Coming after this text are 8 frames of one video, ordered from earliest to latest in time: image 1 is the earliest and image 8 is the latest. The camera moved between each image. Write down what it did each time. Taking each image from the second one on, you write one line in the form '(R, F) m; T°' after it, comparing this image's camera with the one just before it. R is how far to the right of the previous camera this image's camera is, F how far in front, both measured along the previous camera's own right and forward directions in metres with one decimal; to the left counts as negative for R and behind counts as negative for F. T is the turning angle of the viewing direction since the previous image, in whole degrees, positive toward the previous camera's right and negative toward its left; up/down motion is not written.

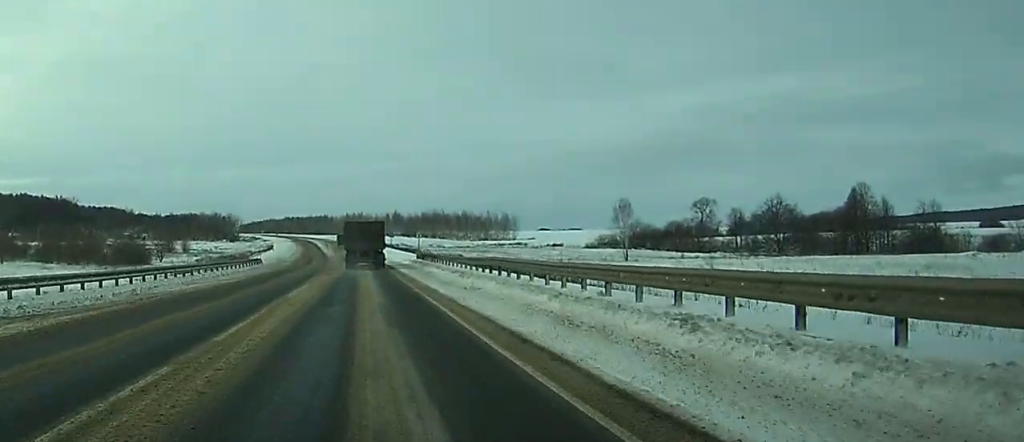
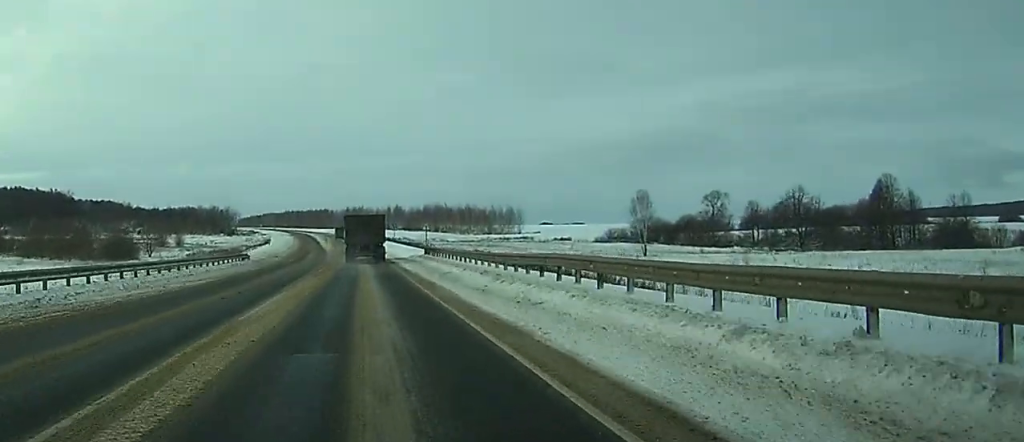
(0.0, +9.8) m; 0°
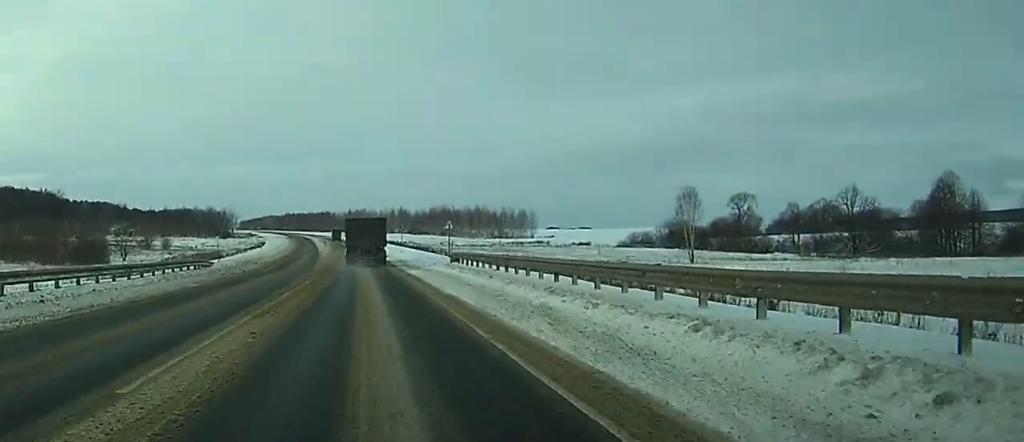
(0.0, +20.2) m; 0°
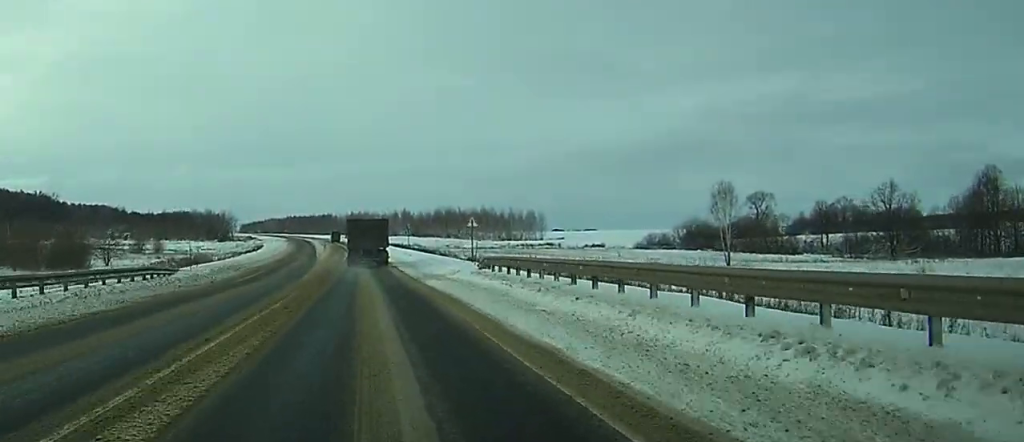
(0.0, +11.8) m; 0°
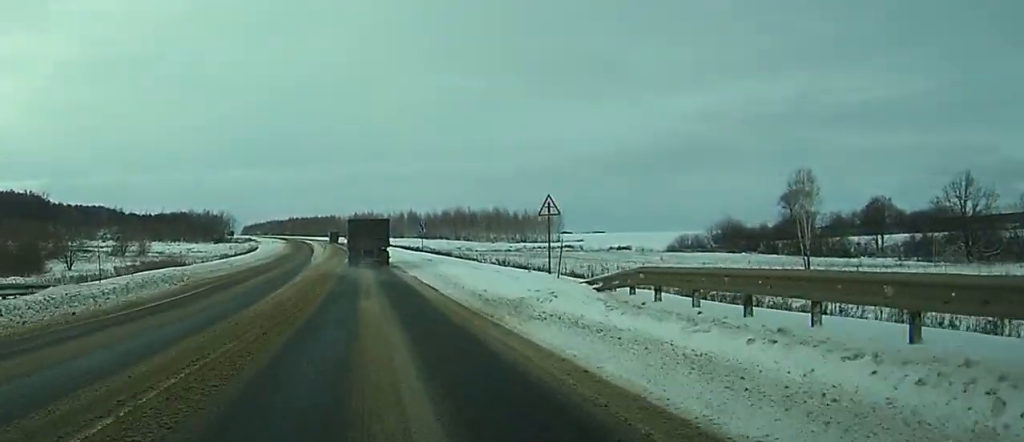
(-0.1, +20.1) m; 0°
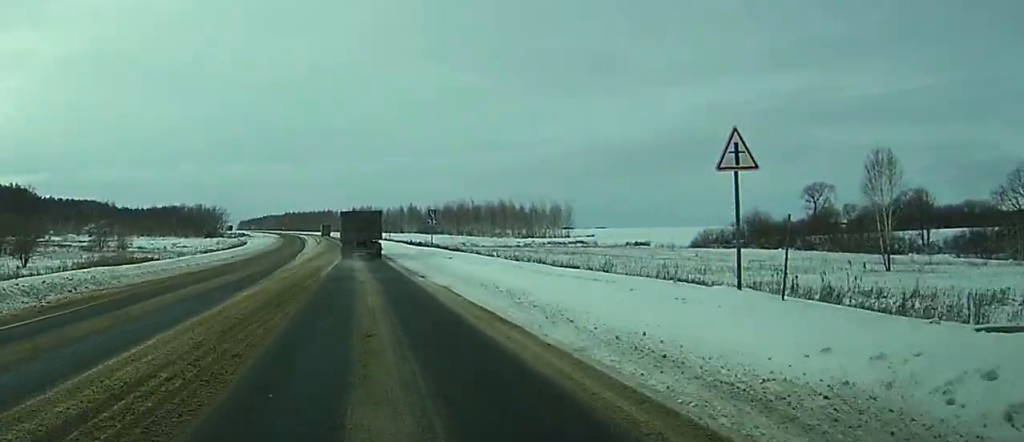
(-0.1, +15.9) m; 0°
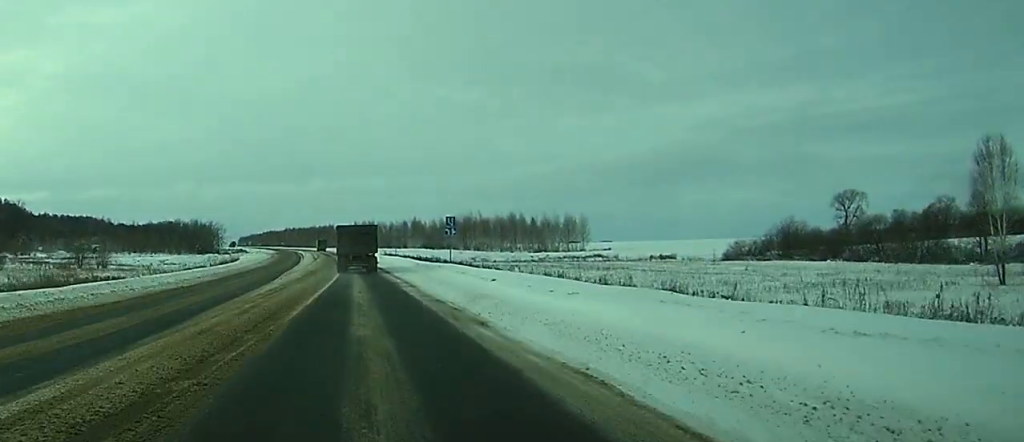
(0.0, +15.6) m; +1°
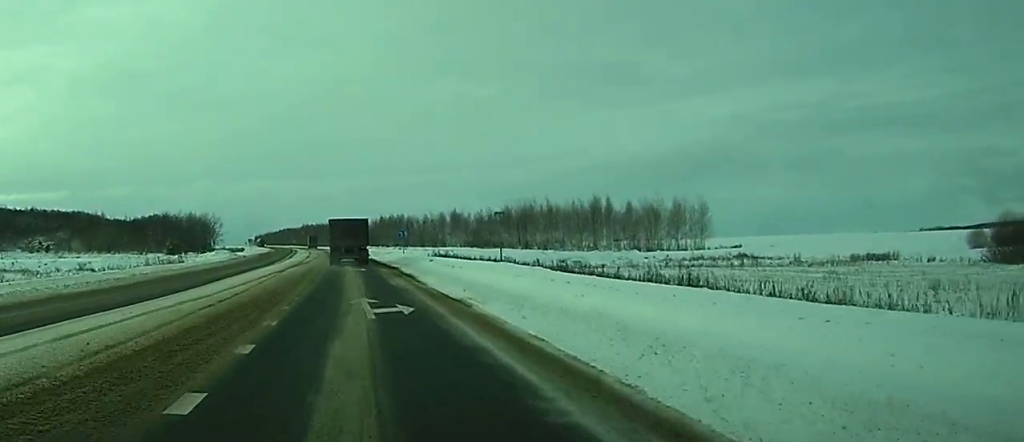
(-0.5, +70.9) m; -1°
